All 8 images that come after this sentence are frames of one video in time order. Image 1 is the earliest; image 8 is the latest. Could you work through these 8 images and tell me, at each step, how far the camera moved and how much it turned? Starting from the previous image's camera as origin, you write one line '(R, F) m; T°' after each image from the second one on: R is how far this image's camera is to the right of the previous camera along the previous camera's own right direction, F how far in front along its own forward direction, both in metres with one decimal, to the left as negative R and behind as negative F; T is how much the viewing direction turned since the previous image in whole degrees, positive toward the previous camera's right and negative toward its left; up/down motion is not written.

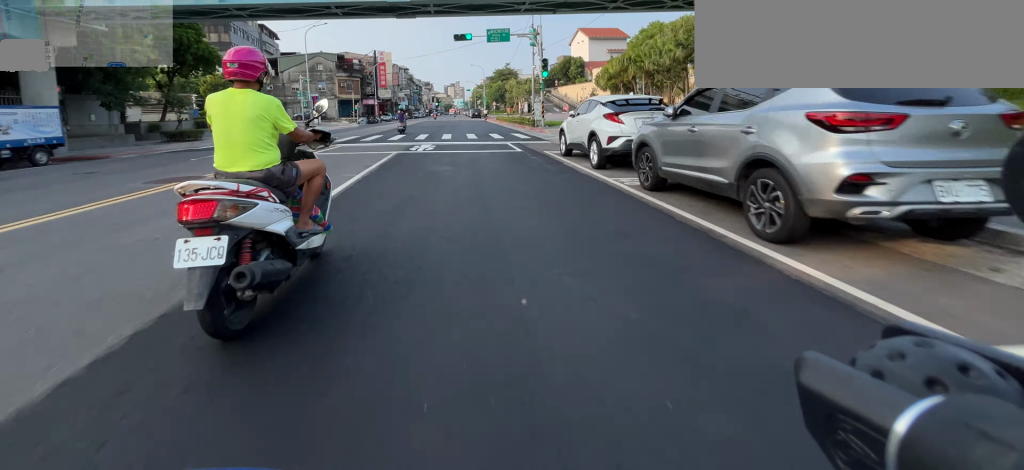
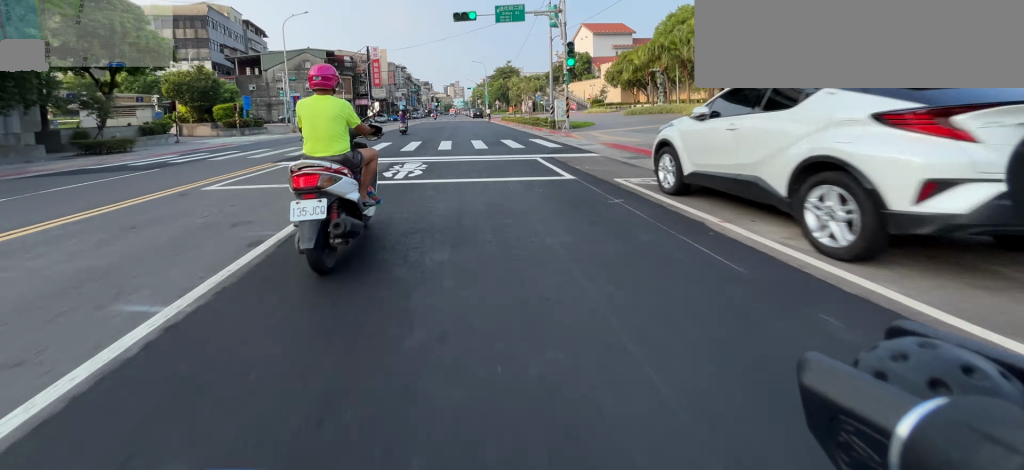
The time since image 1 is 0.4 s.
(0.0, +6.7) m; 0°
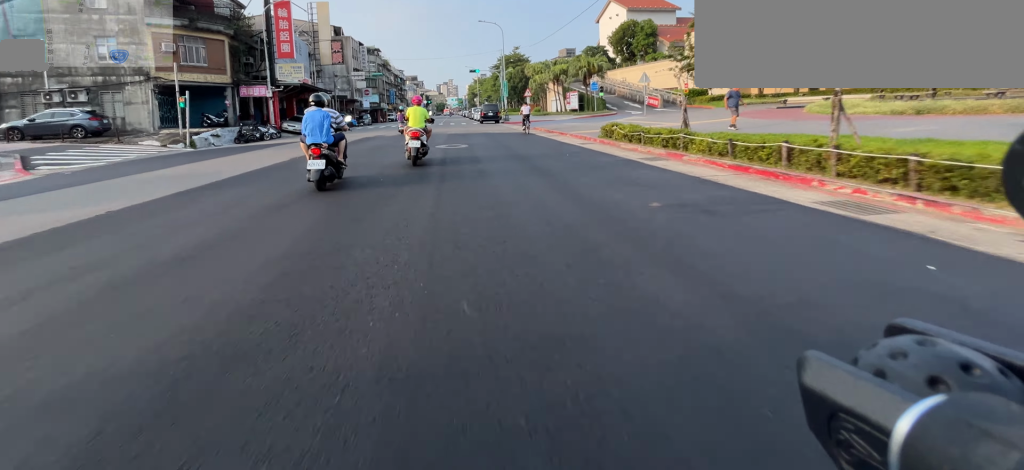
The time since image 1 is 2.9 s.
(+0.3, +39.4) m; 0°
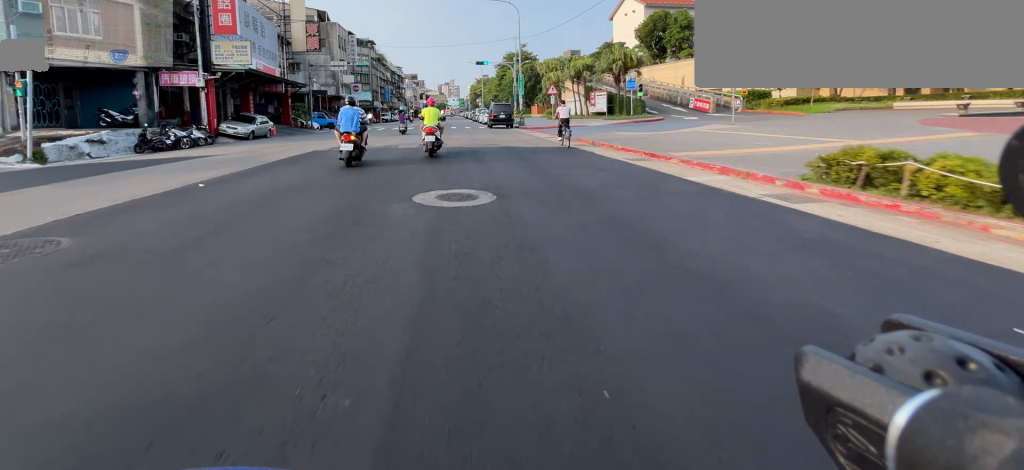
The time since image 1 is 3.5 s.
(0.0, +9.3) m; 0°
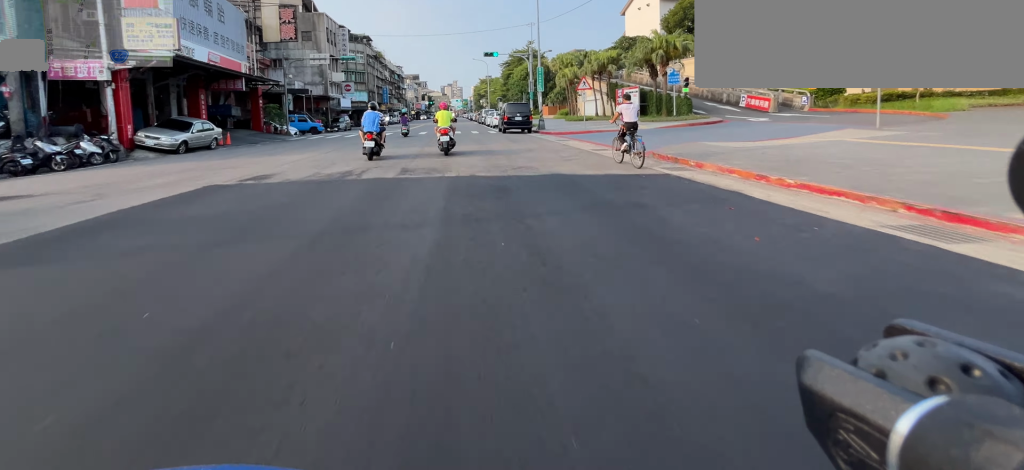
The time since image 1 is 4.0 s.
(0.0, +6.8) m; 0°
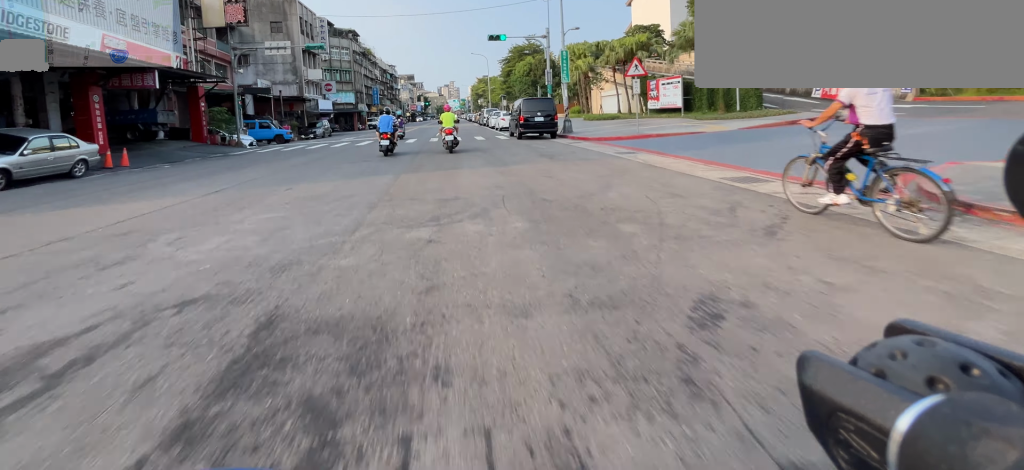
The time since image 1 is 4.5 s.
(0.0, +6.9) m; 0°
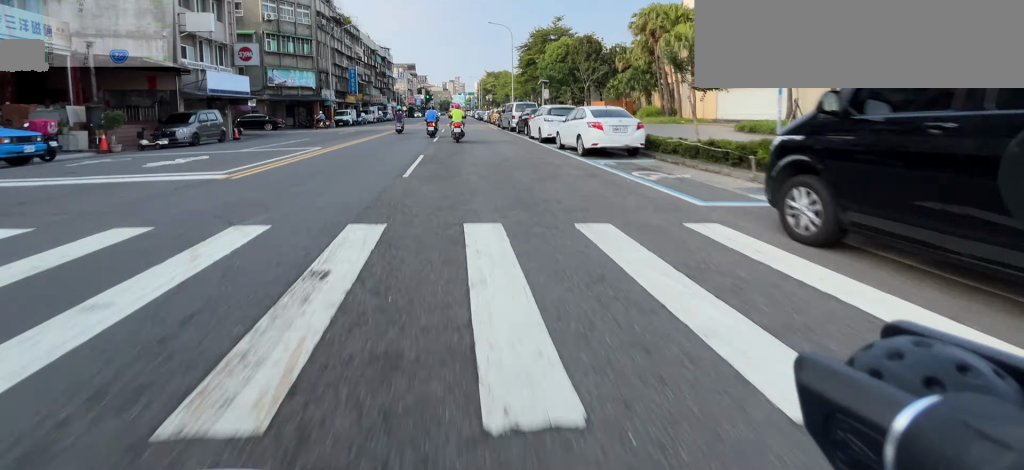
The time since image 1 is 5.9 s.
(-0.1, +19.6) m; 0°
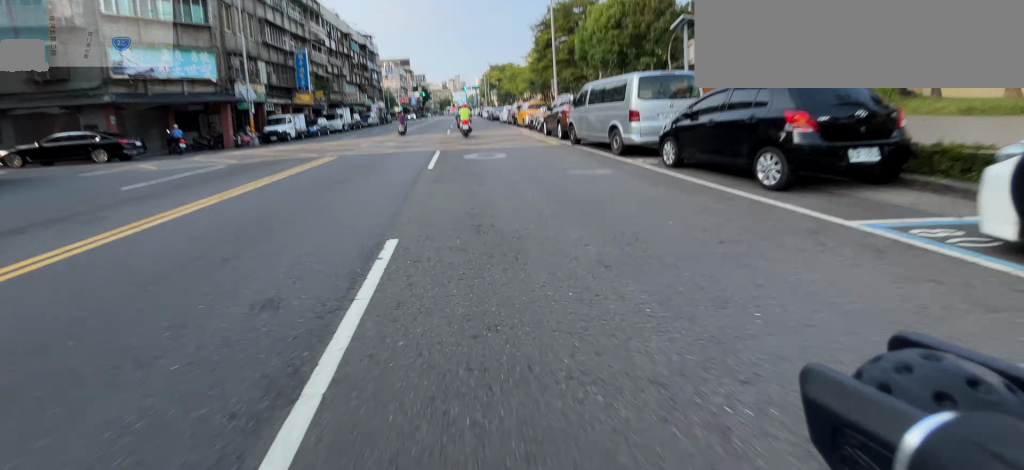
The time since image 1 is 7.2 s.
(0.0, +16.8) m; 0°
